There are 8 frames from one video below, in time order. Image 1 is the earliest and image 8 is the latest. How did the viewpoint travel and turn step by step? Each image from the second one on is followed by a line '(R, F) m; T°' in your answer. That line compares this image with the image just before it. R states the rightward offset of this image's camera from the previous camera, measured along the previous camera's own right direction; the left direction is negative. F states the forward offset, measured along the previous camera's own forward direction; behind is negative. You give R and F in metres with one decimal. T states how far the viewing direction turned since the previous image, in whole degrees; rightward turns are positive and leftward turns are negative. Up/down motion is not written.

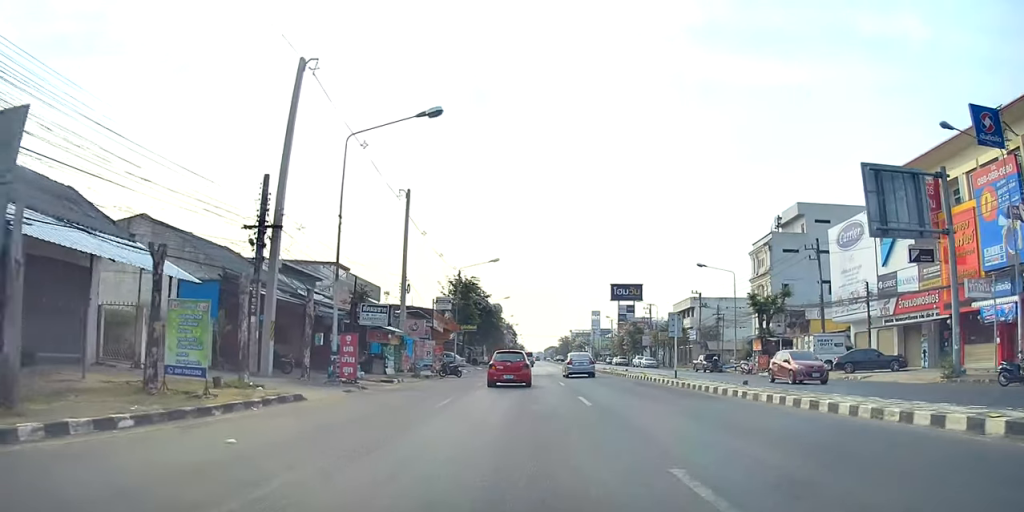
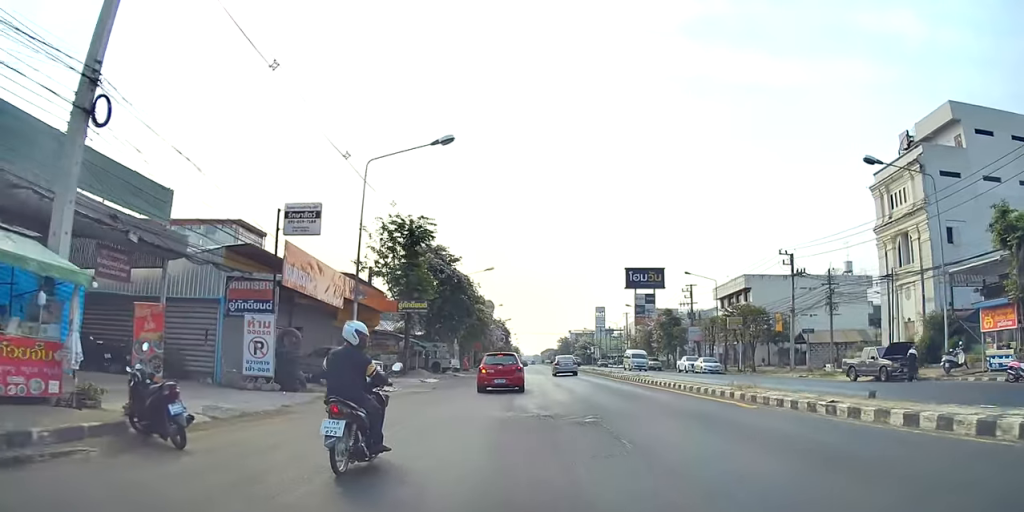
(-0.3, +31.8) m; 0°
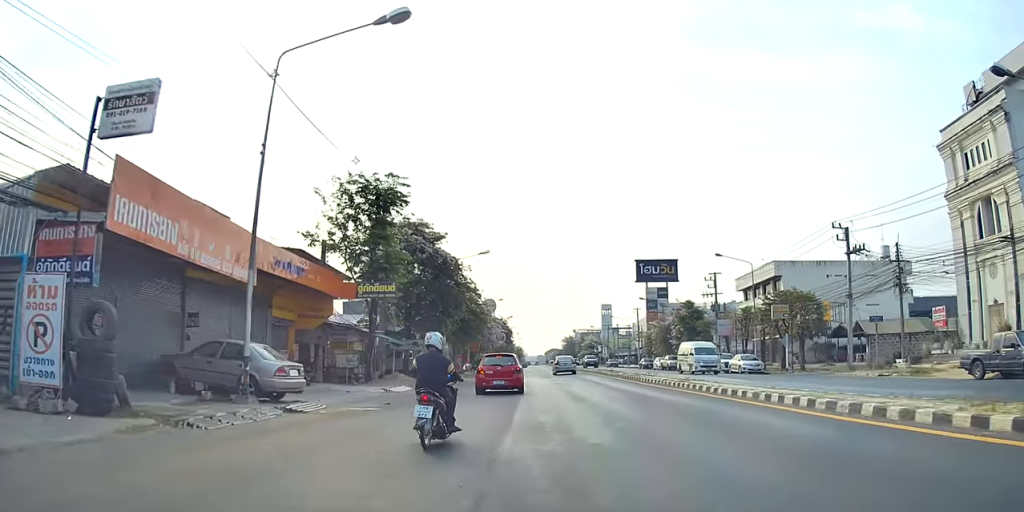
(+0.3, +10.0) m; +1°
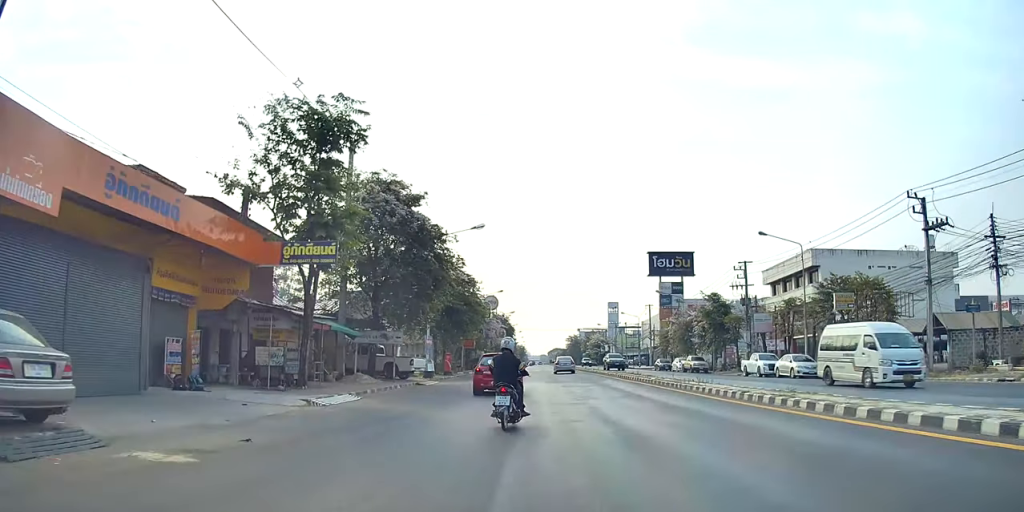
(0.0, +9.7) m; 0°
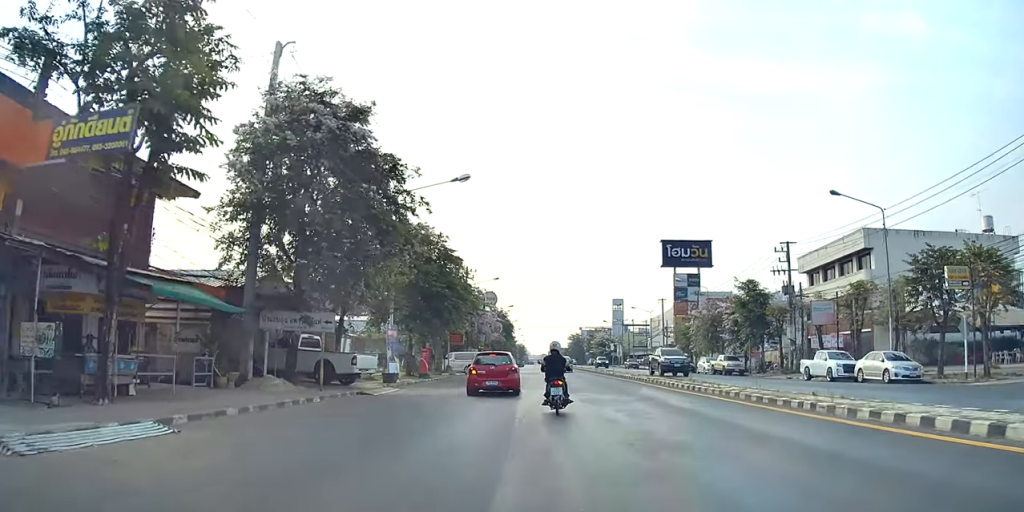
(-0.1, +11.1) m; -1°
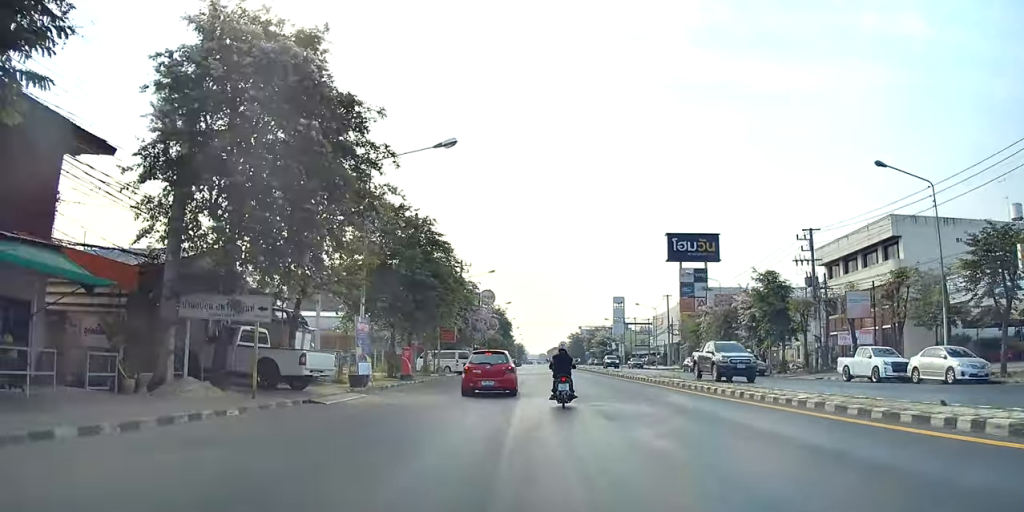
(0.0, +4.7) m; 0°
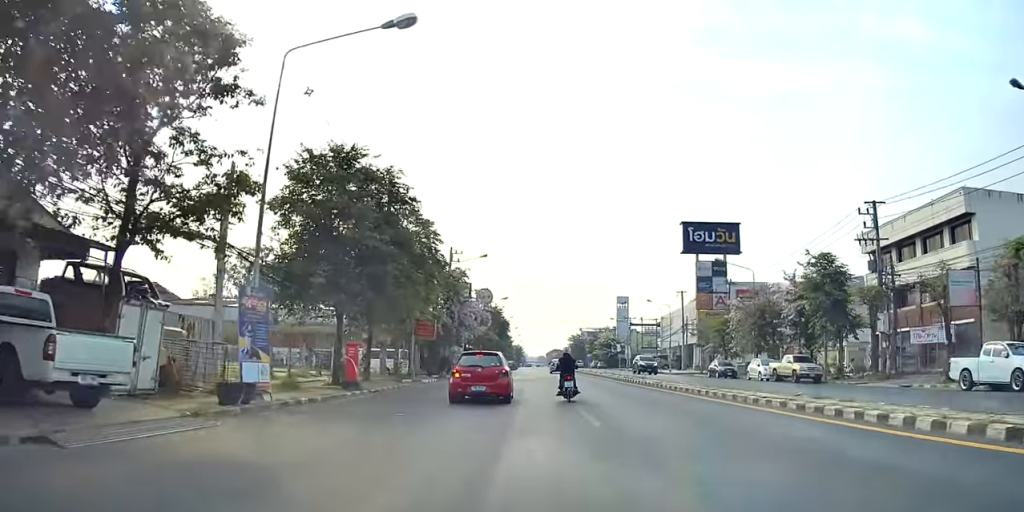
(0.0, +9.5) m; +2°
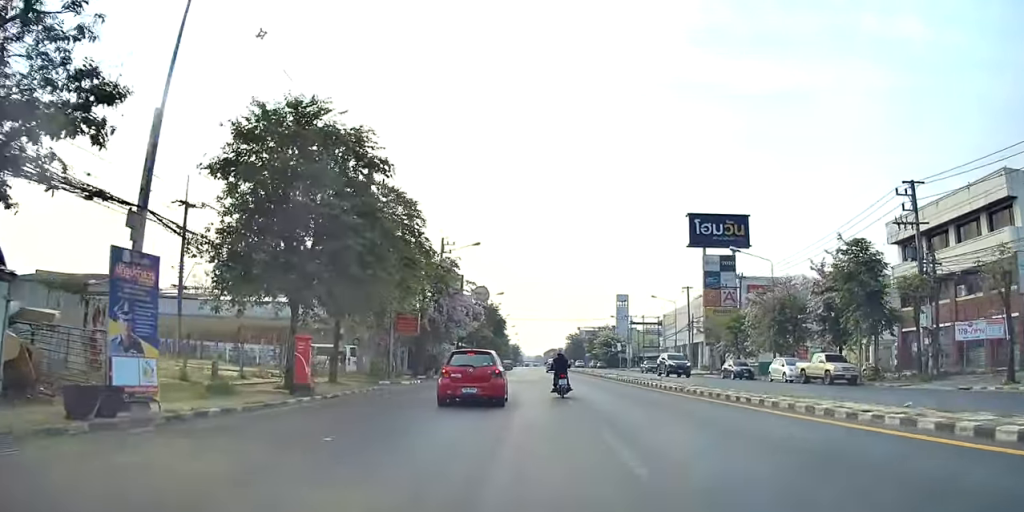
(+0.1, +4.8) m; 0°
